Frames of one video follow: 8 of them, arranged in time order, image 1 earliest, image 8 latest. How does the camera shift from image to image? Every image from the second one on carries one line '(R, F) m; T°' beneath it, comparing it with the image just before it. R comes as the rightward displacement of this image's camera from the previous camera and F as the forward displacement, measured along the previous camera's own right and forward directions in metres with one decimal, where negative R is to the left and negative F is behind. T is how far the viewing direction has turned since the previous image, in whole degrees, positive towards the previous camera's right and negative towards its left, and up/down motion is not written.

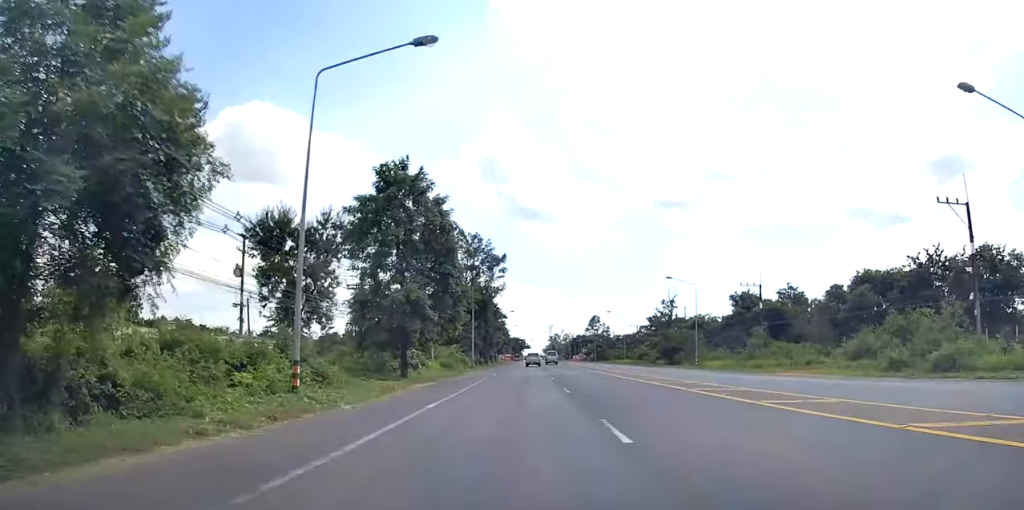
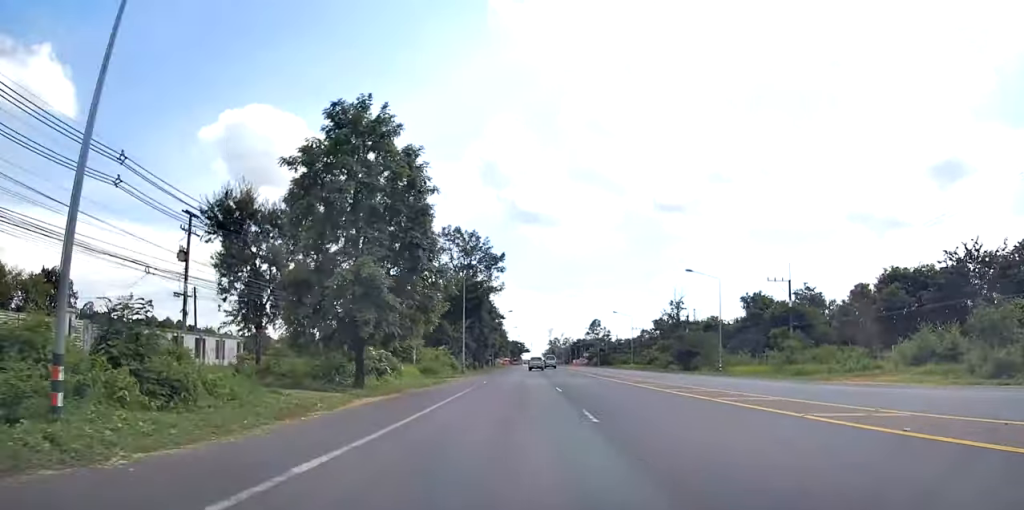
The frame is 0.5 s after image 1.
(0.0, +8.8) m; +1°
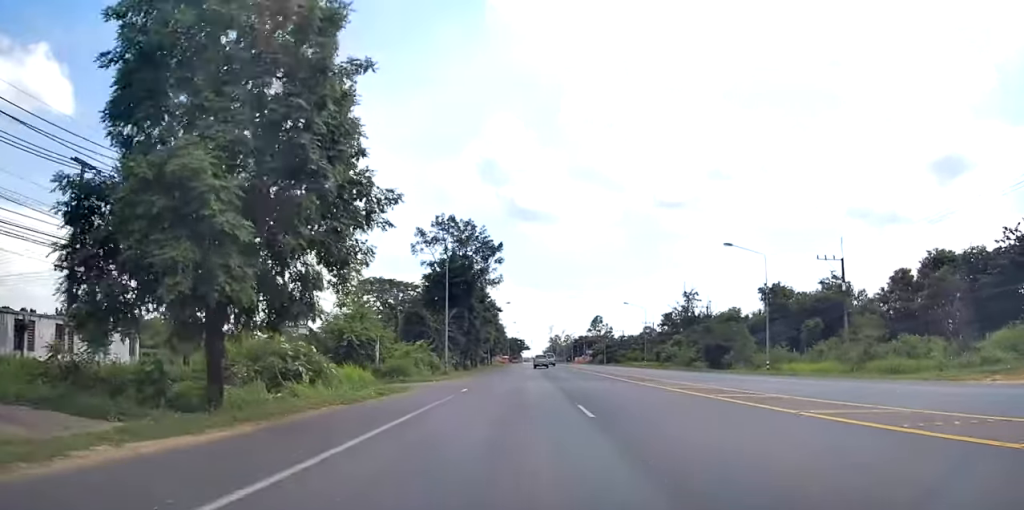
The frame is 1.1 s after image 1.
(+0.1, +11.8) m; +1°
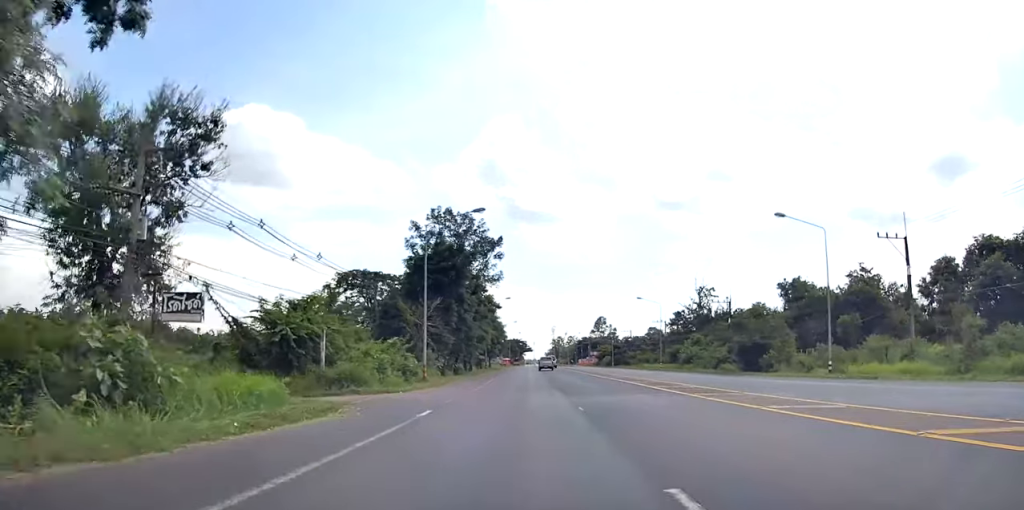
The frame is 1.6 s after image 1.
(+0.3, +9.9) m; 0°
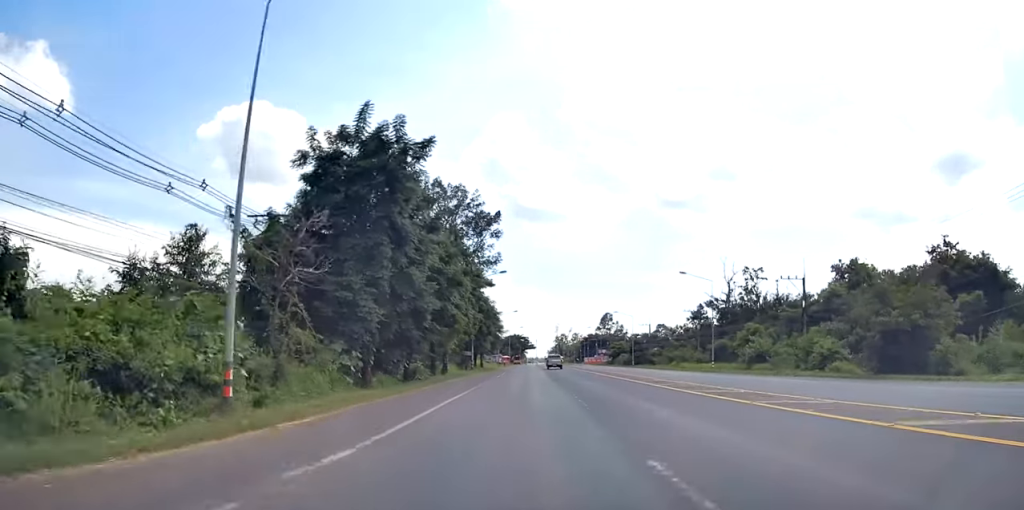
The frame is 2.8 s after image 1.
(-0.5, +22.6) m; -2°
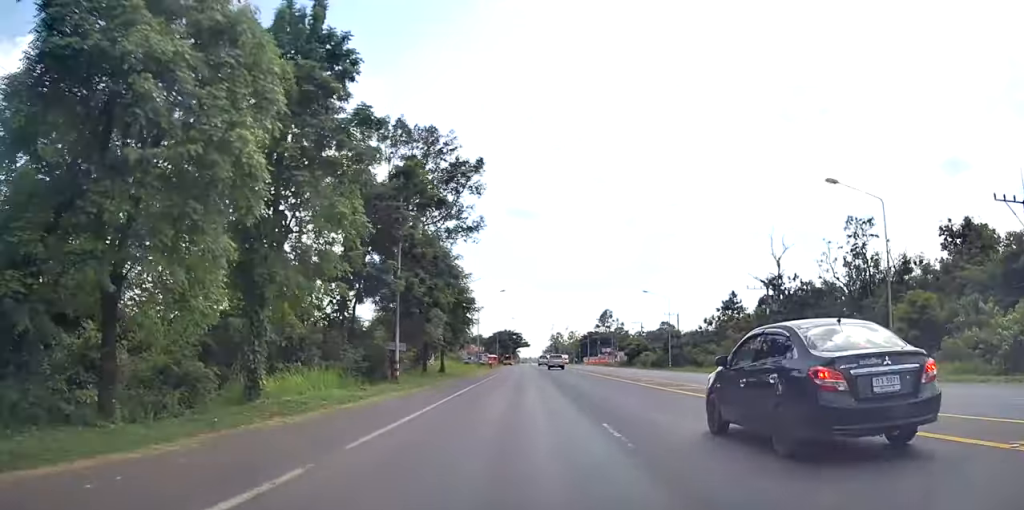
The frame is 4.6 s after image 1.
(+0.6, +33.0) m; +2°
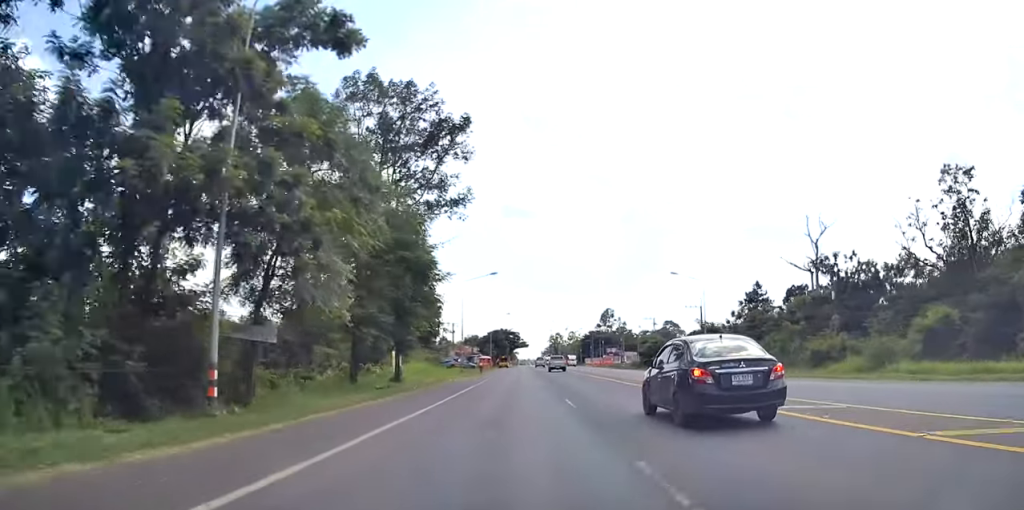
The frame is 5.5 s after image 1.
(+0.1, +16.6) m; 0°
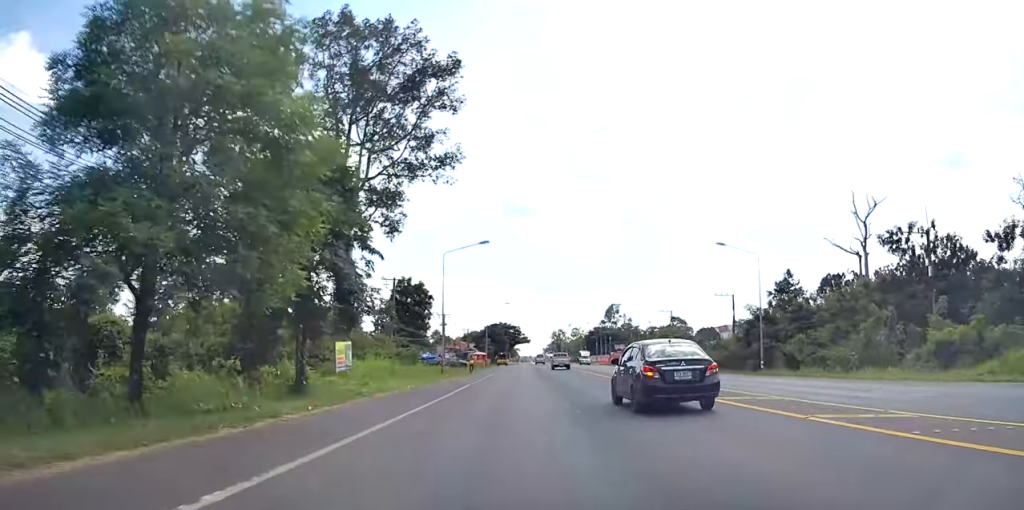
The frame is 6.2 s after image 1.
(0.0, +14.4) m; -1°
